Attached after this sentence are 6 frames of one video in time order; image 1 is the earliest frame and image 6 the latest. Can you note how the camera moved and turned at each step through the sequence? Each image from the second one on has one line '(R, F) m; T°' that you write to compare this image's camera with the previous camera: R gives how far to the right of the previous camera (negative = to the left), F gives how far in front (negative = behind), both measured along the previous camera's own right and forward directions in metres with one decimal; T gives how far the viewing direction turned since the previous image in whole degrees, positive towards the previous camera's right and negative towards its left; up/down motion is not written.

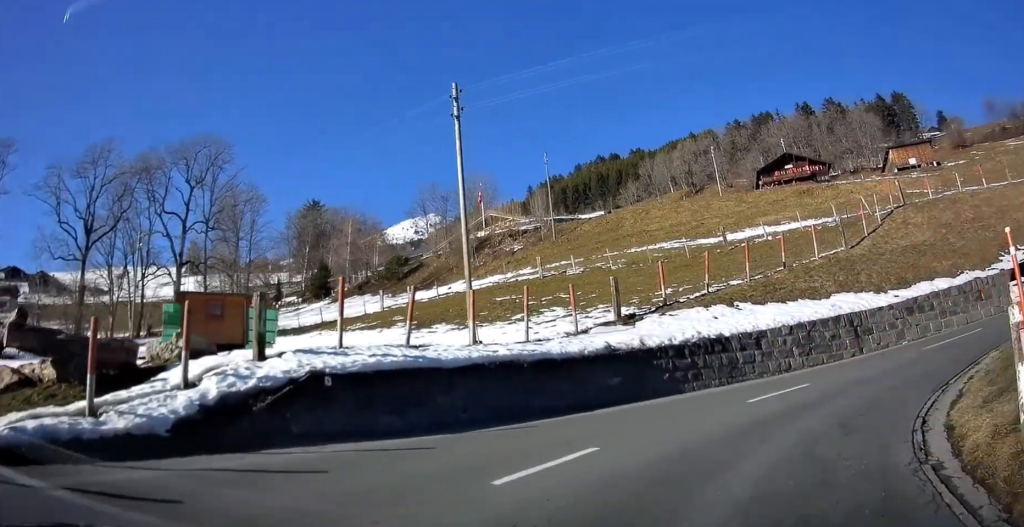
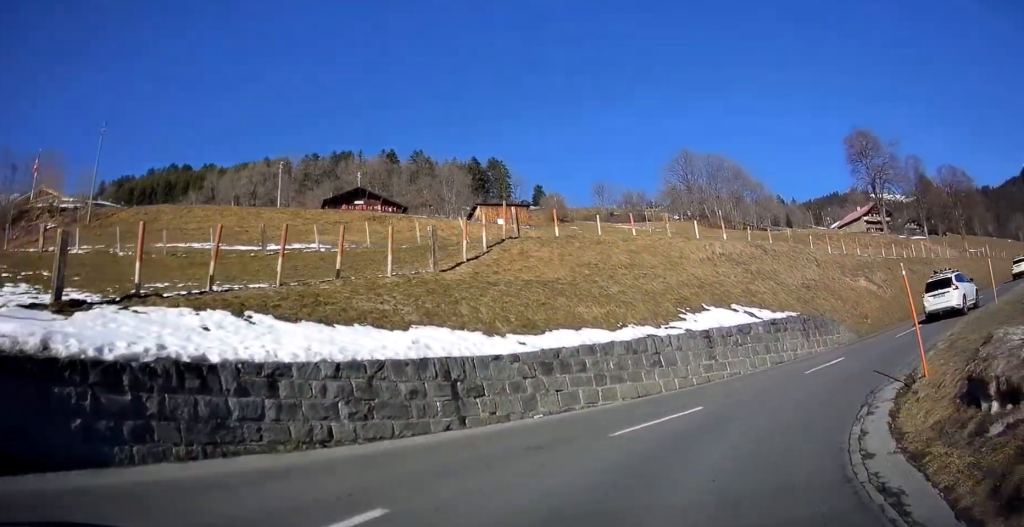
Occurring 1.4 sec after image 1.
(+3.1, +6.9) m; +44°
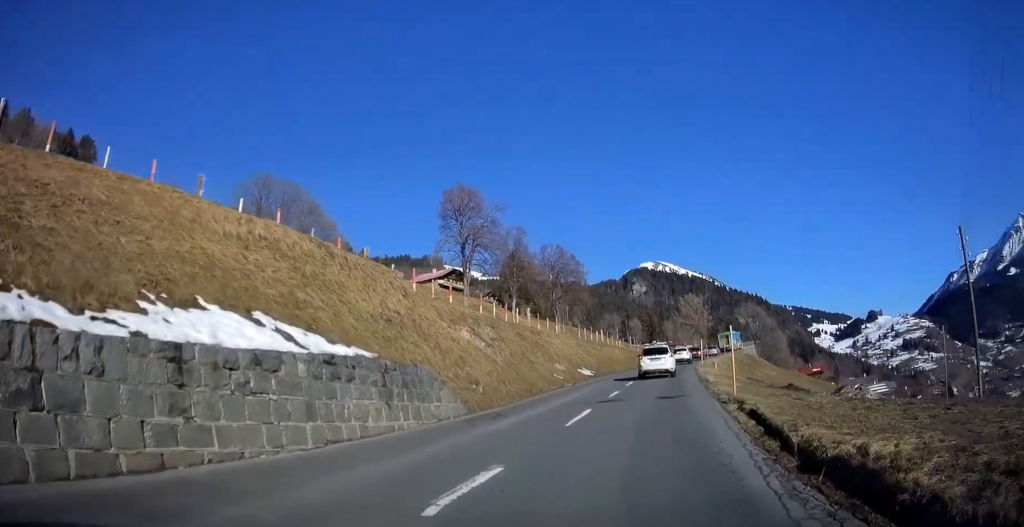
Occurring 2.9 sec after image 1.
(+3.2, +8.4) m; +40°
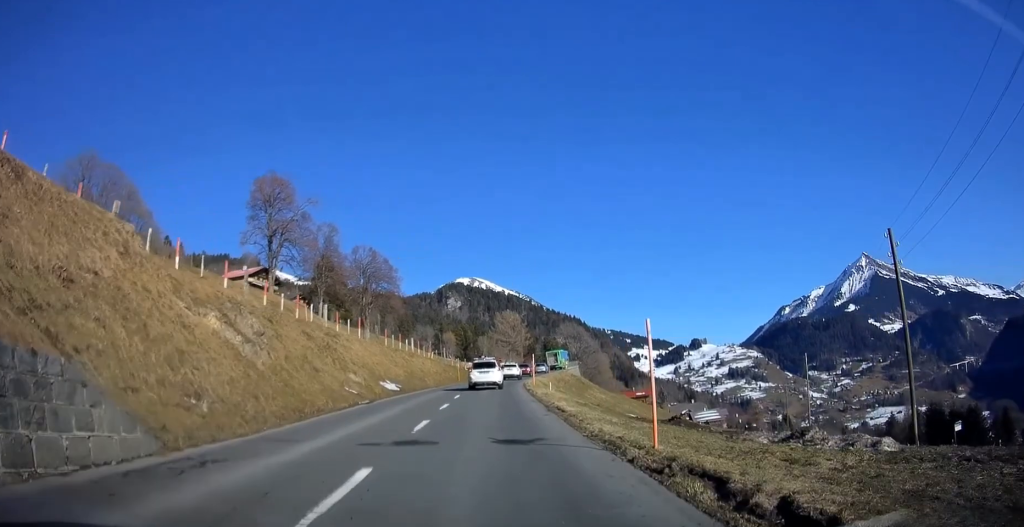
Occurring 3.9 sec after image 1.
(+1.3, +6.7) m; +15°
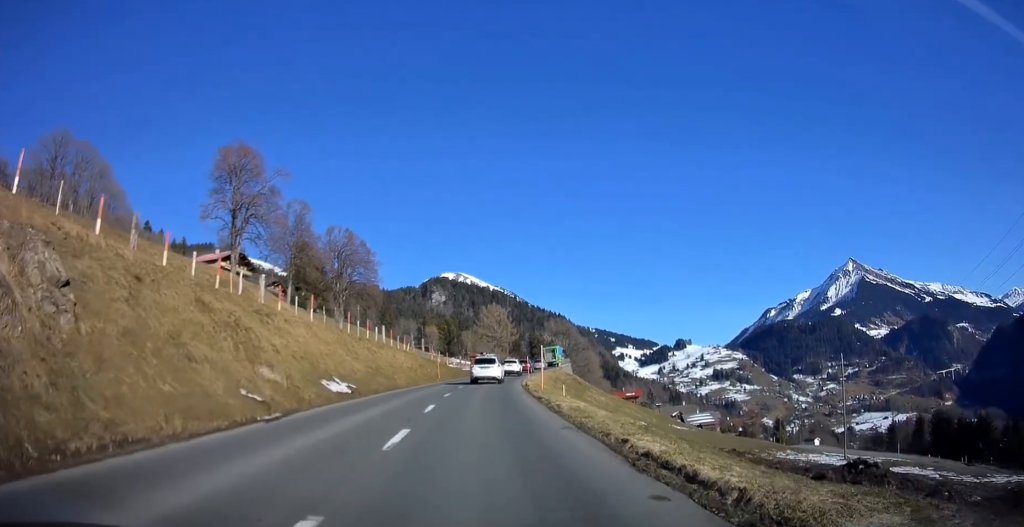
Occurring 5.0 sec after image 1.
(+0.6, +9.0) m; +5°
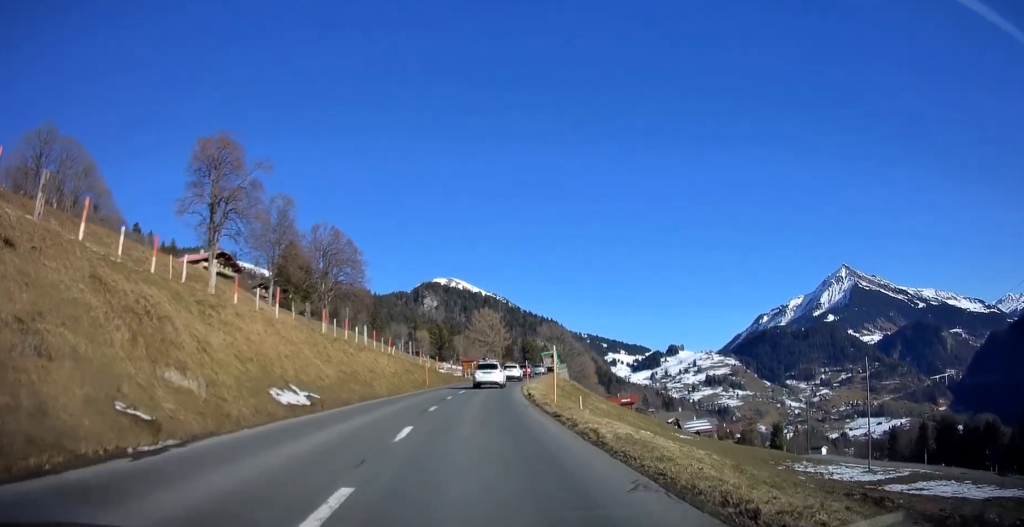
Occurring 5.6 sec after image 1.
(0.0, +5.3) m; 0°
